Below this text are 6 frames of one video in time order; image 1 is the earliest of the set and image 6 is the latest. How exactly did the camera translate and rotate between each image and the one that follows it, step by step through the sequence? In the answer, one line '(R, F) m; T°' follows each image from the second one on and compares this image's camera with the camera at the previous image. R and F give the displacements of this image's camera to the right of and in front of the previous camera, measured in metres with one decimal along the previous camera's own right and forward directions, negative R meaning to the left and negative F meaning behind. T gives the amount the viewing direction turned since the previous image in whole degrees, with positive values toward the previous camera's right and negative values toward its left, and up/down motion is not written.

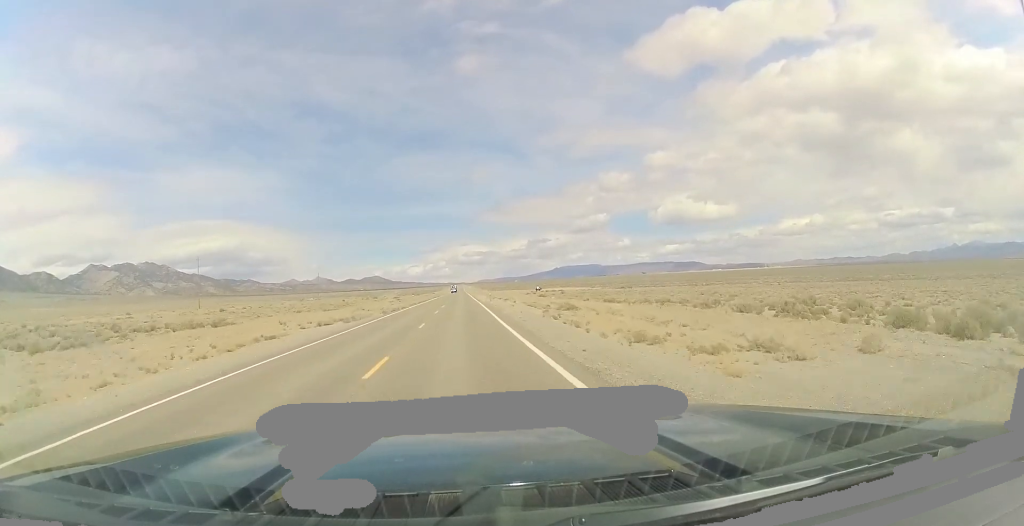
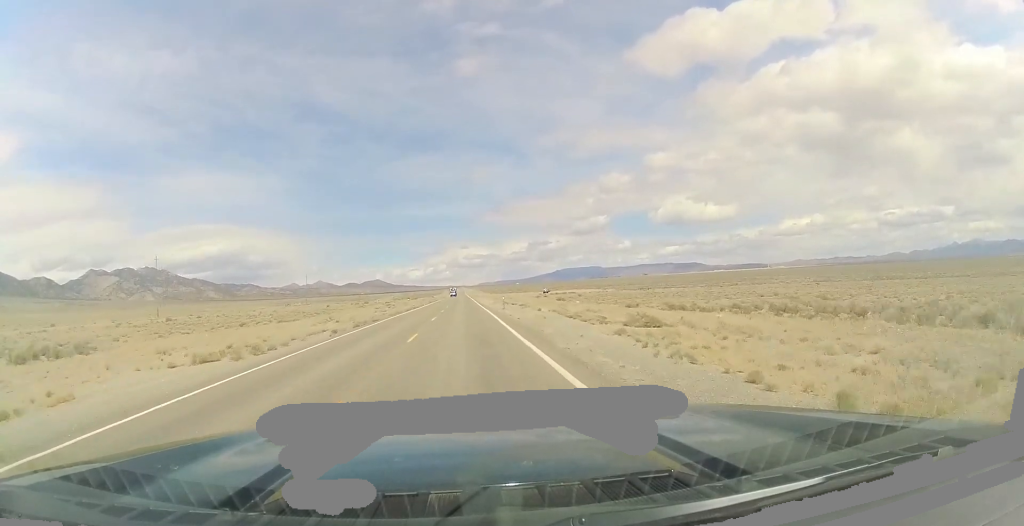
(+0.5, +18.9) m; +1°
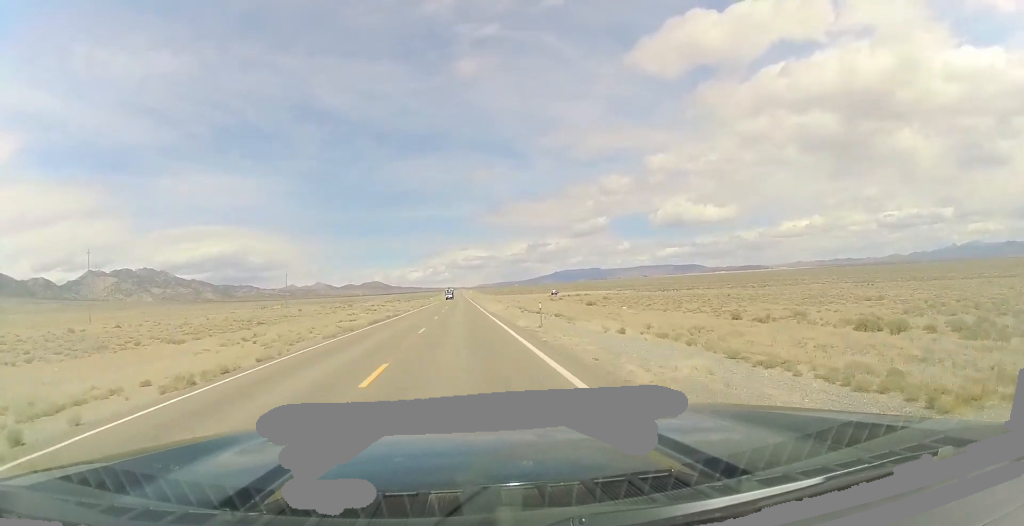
(0.0, +22.5) m; 0°
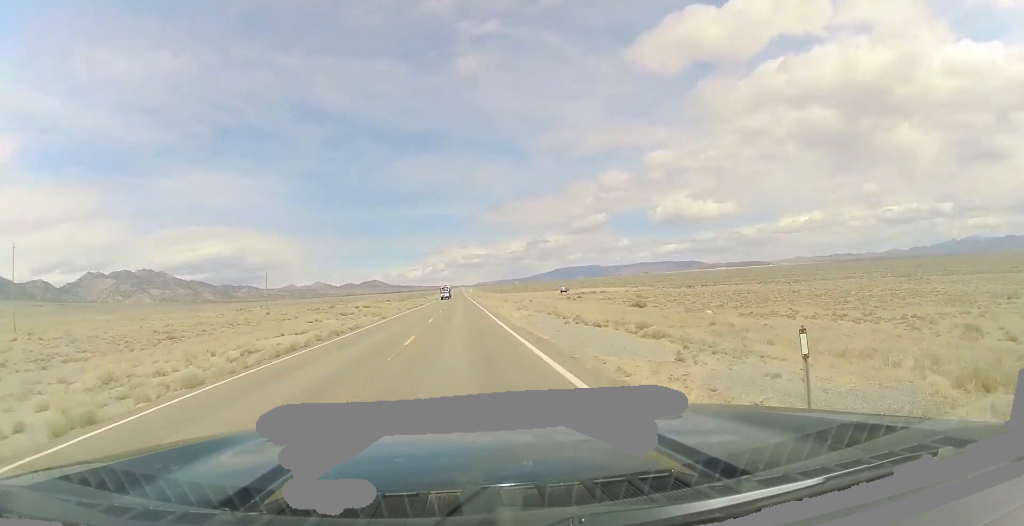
(0.0, +19.2) m; 0°
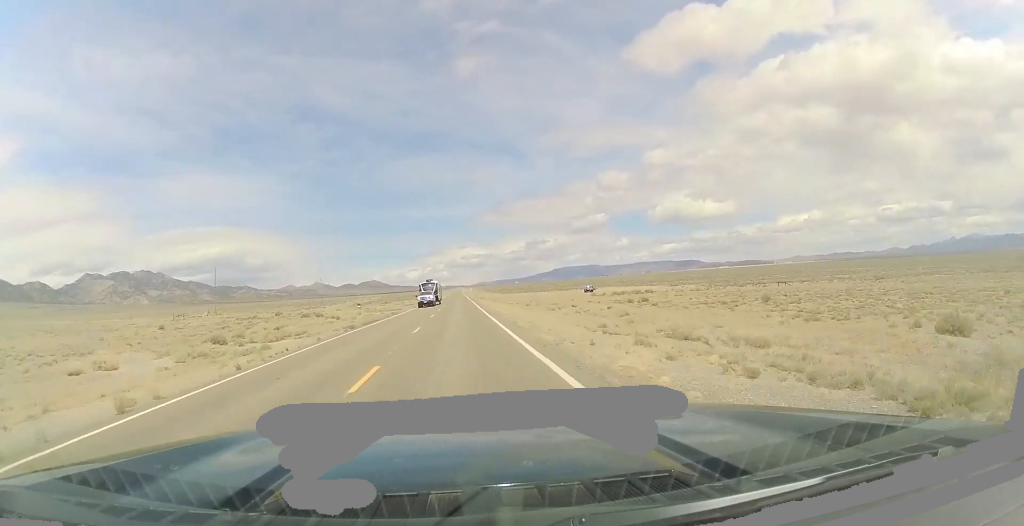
(-0.3, +36.0) m; 0°
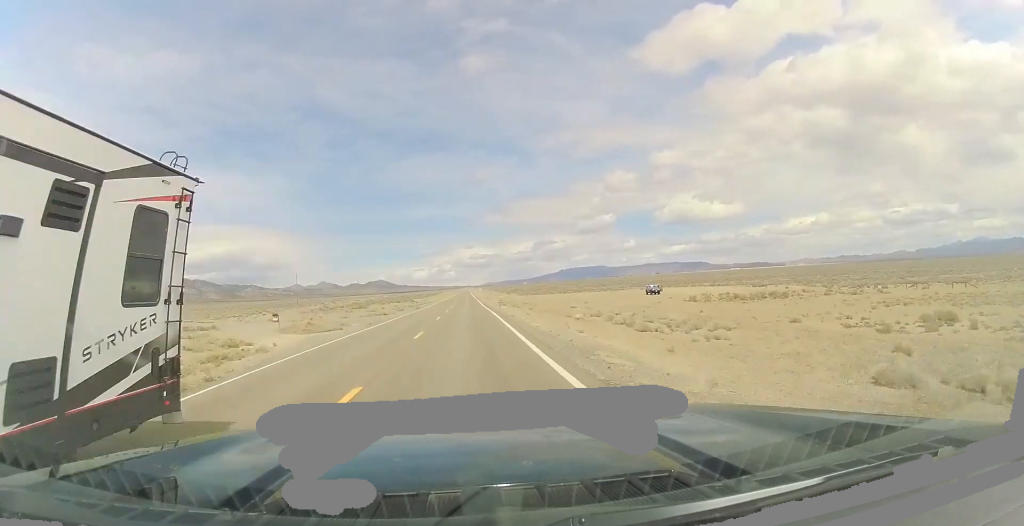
(+0.8, +43.6) m; +1°
